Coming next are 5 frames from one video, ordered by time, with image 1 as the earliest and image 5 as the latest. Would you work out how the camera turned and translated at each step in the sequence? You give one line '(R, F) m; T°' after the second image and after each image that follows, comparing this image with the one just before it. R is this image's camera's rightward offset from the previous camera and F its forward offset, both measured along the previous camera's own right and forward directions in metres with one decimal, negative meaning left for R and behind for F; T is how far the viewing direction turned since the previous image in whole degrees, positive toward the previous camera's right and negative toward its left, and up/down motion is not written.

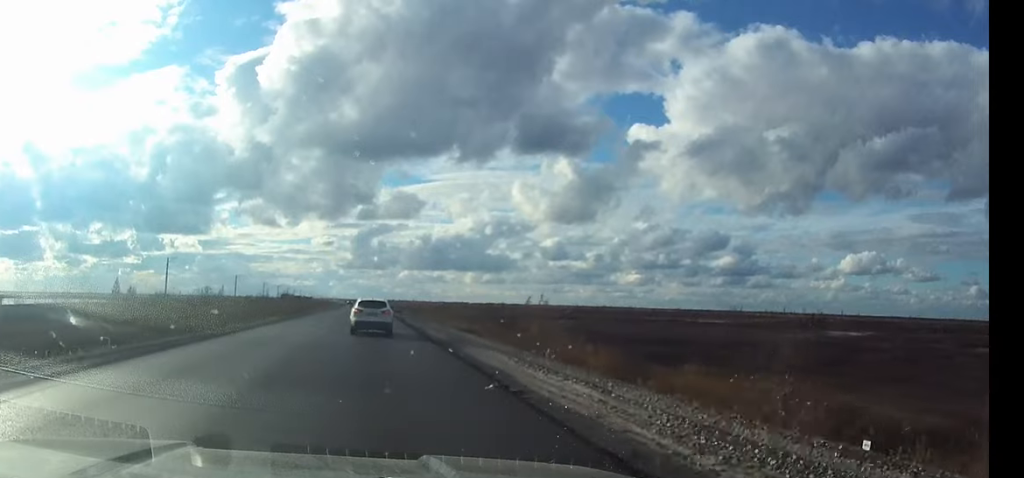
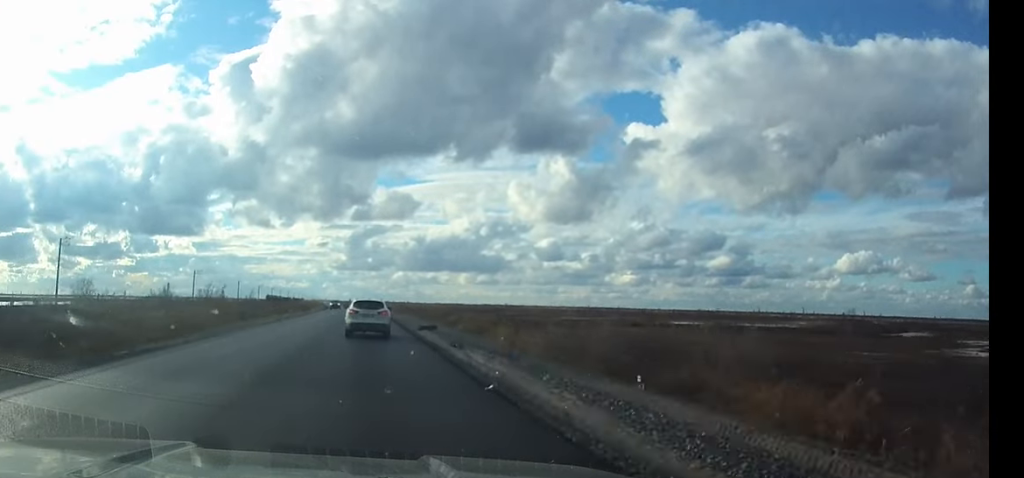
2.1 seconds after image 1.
(+0.1, +49.5) m; 0°
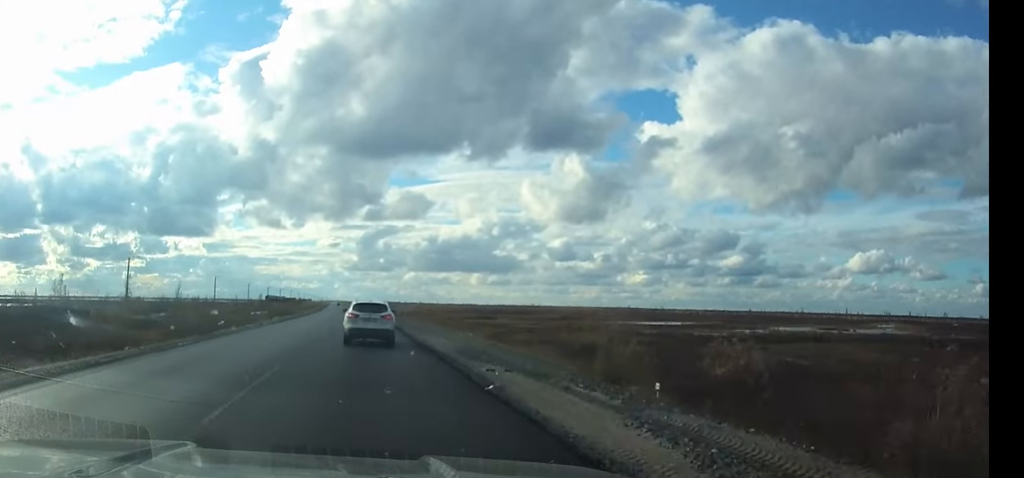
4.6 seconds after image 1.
(-0.6, +61.5) m; -2°
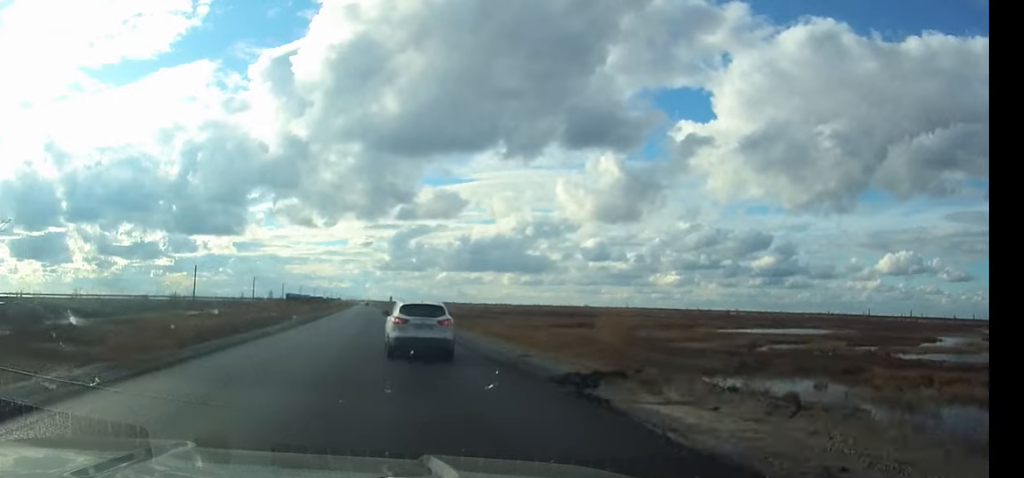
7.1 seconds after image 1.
(-1.5, +63.0) m; -2°
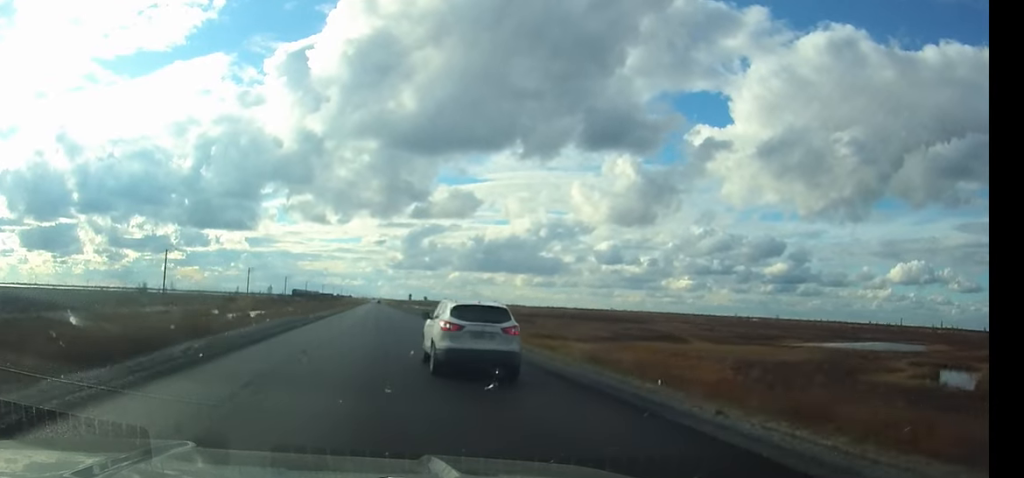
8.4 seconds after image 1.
(-0.2, +36.7) m; -1°
